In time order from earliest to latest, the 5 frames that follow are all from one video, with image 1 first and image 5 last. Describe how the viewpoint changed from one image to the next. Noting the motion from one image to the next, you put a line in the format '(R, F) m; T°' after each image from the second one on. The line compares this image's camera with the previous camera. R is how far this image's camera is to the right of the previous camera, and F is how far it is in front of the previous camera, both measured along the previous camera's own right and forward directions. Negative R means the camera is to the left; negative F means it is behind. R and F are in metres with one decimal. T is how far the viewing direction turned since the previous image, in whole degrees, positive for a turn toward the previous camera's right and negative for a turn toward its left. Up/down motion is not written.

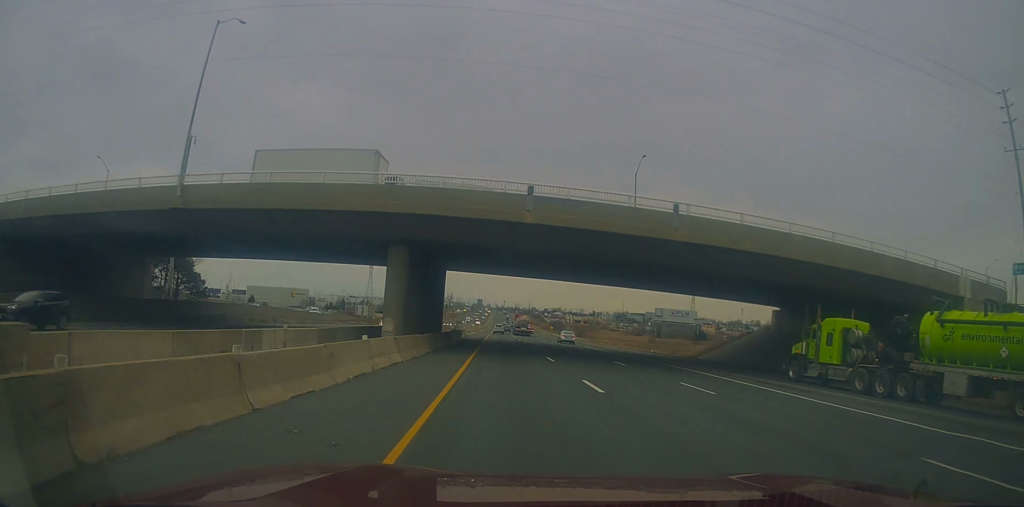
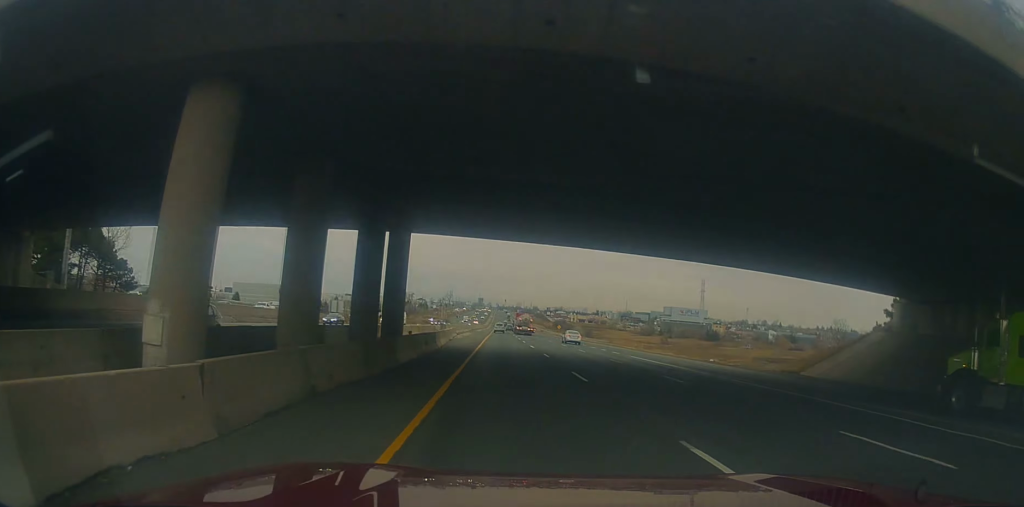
(-0.1, +21.9) m; 0°
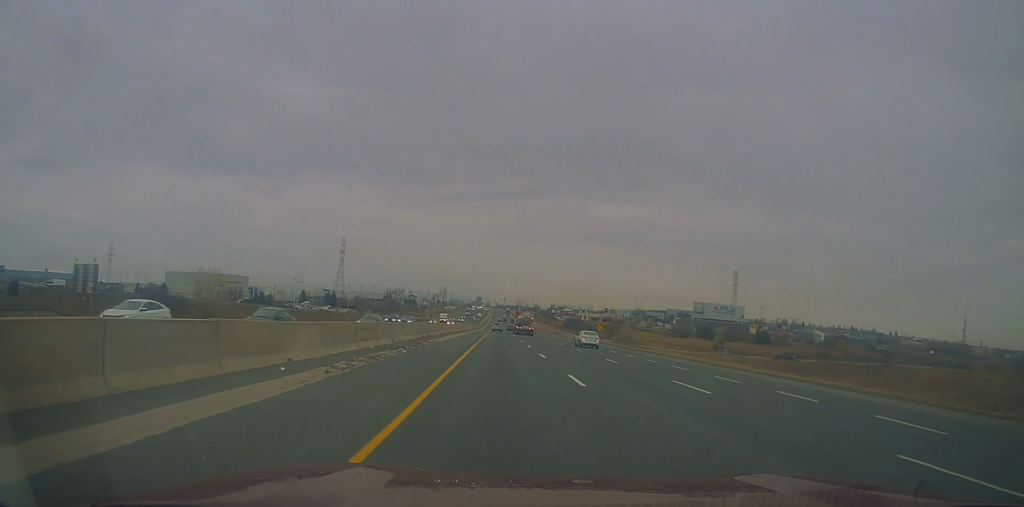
(+1.3, +73.6) m; +1°
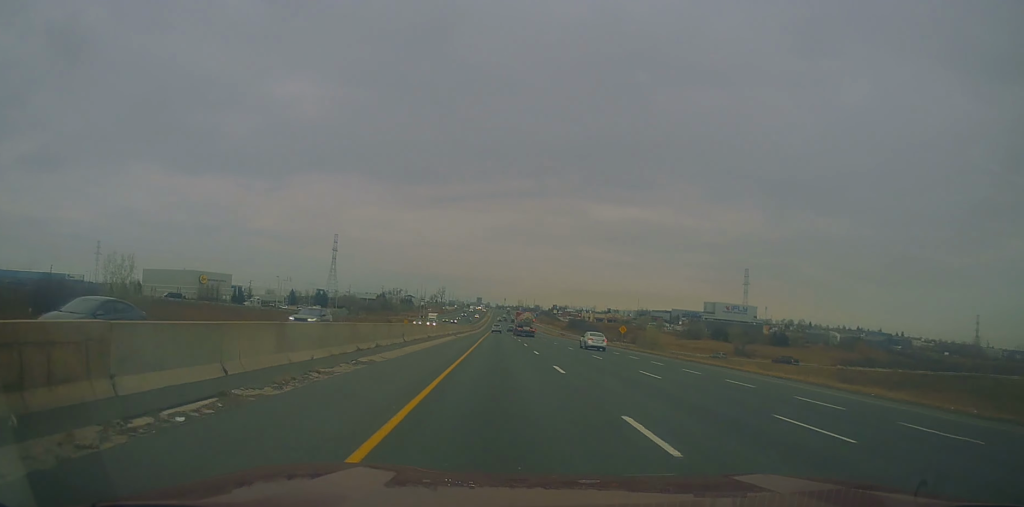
(-0.2, +19.8) m; -1°
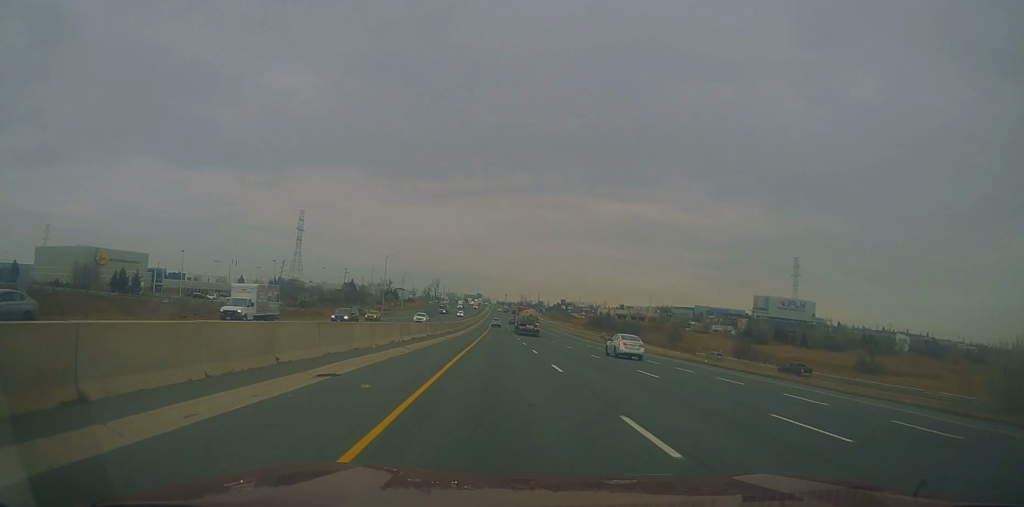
(-0.5, +72.8) m; 0°
